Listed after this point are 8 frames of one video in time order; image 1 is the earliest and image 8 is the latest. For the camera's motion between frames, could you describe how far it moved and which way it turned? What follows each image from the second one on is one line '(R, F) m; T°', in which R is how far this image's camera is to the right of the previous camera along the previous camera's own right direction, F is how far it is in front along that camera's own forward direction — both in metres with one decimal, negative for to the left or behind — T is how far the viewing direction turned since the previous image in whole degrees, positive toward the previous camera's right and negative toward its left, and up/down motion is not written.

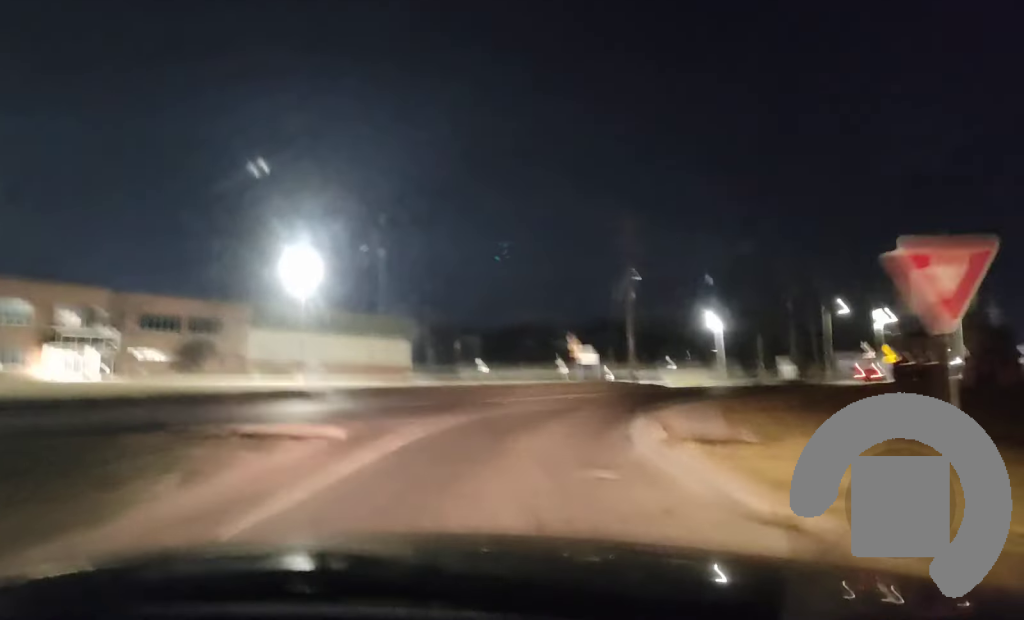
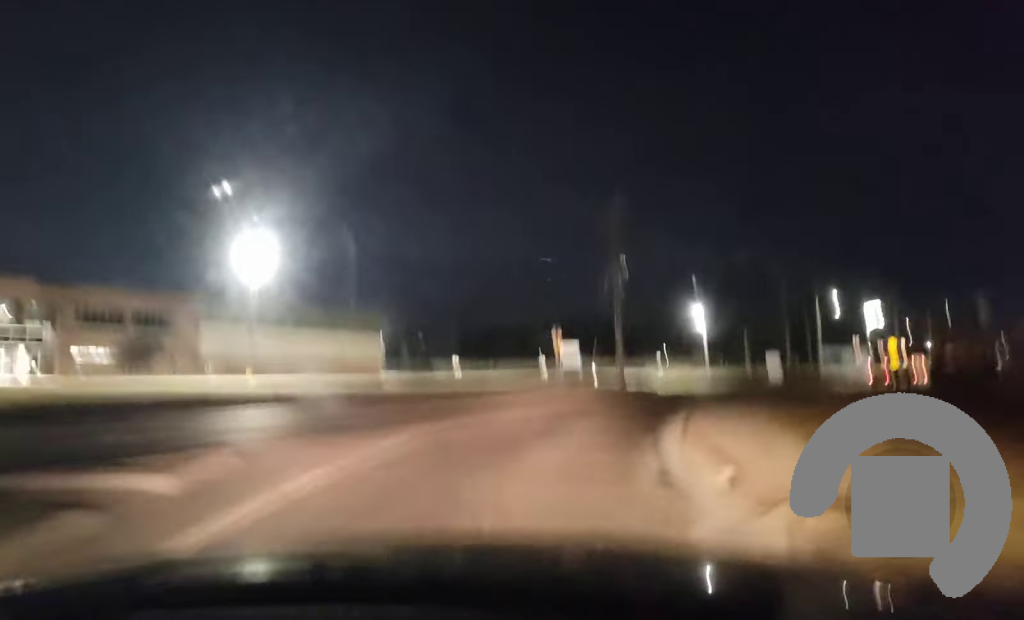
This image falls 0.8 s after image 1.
(+0.1, +6.7) m; +3°
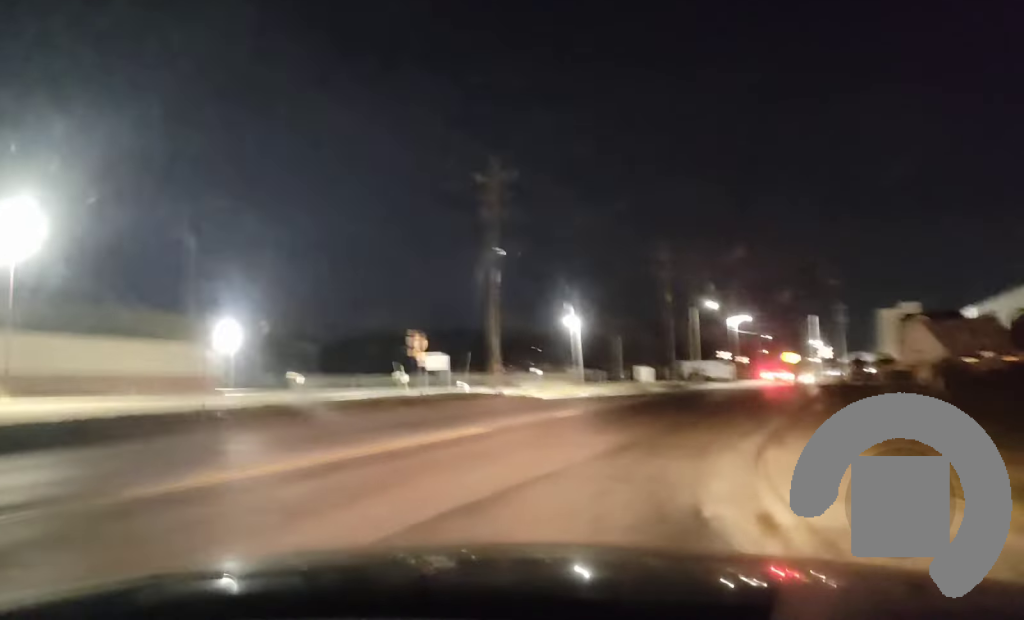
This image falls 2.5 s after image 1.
(+1.3, +15.7) m; +8°
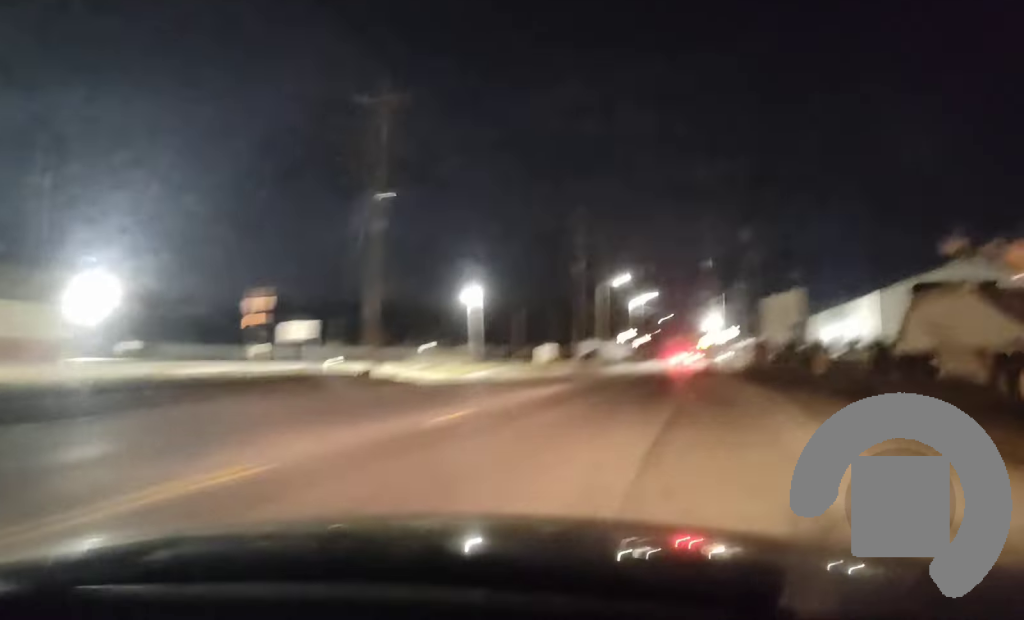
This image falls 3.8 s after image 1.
(0.0, +11.4) m; 0°
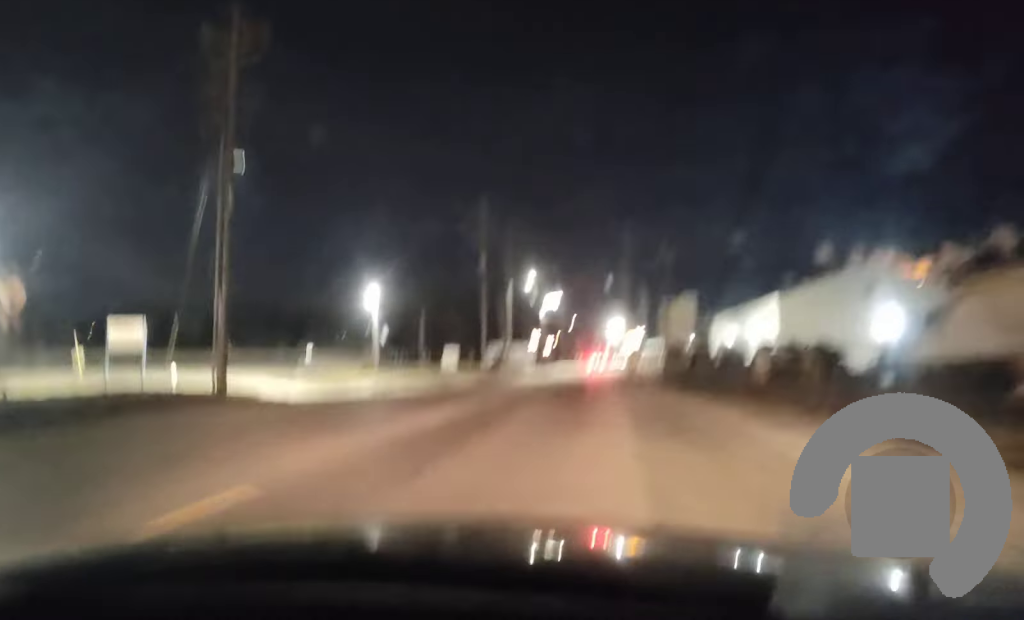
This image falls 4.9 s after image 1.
(0.0, +10.2) m; +4°
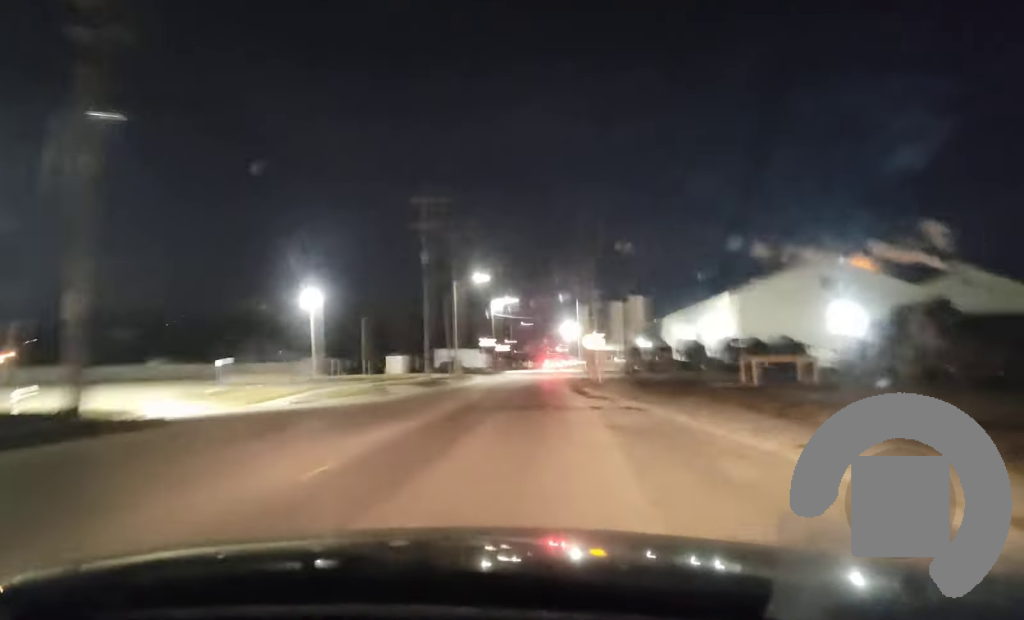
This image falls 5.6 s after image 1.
(+0.1, +6.6) m; +5°
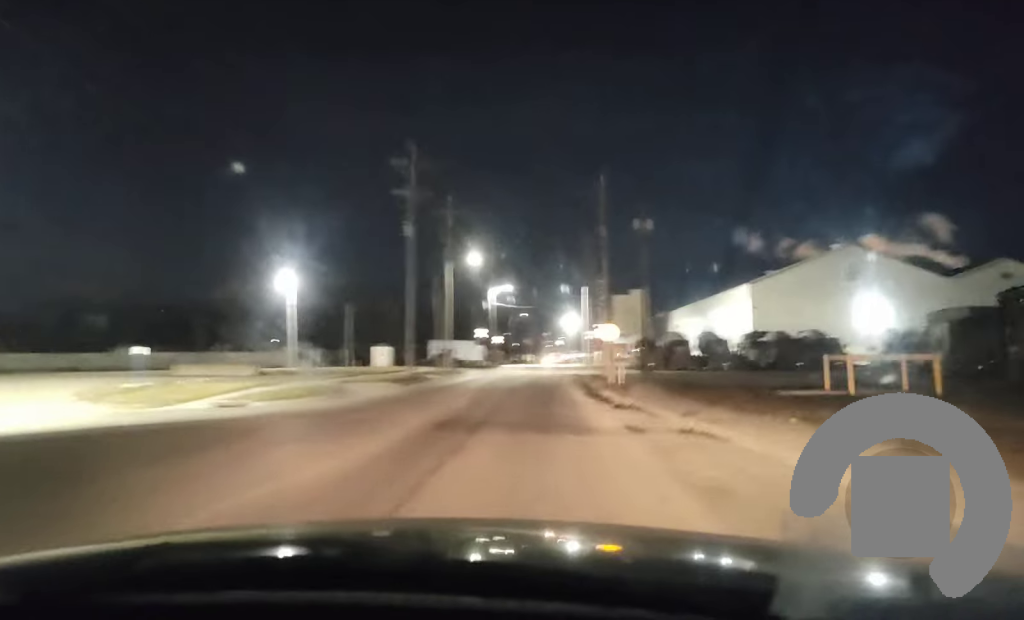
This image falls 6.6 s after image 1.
(+0.9, +10.1) m; +4°
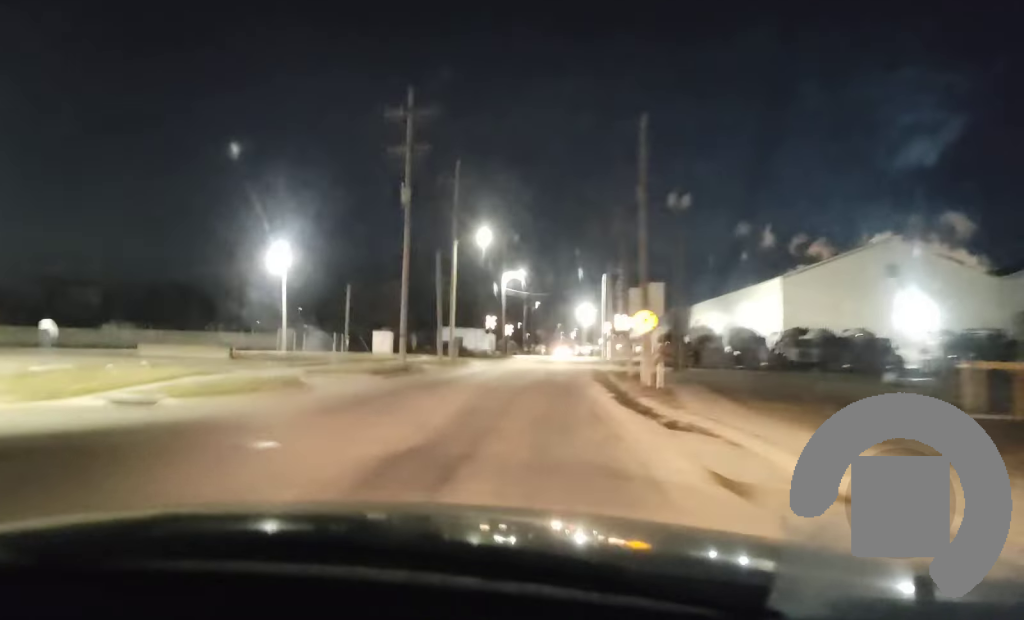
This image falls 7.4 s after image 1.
(-0.2, +7.9) m; 0°
